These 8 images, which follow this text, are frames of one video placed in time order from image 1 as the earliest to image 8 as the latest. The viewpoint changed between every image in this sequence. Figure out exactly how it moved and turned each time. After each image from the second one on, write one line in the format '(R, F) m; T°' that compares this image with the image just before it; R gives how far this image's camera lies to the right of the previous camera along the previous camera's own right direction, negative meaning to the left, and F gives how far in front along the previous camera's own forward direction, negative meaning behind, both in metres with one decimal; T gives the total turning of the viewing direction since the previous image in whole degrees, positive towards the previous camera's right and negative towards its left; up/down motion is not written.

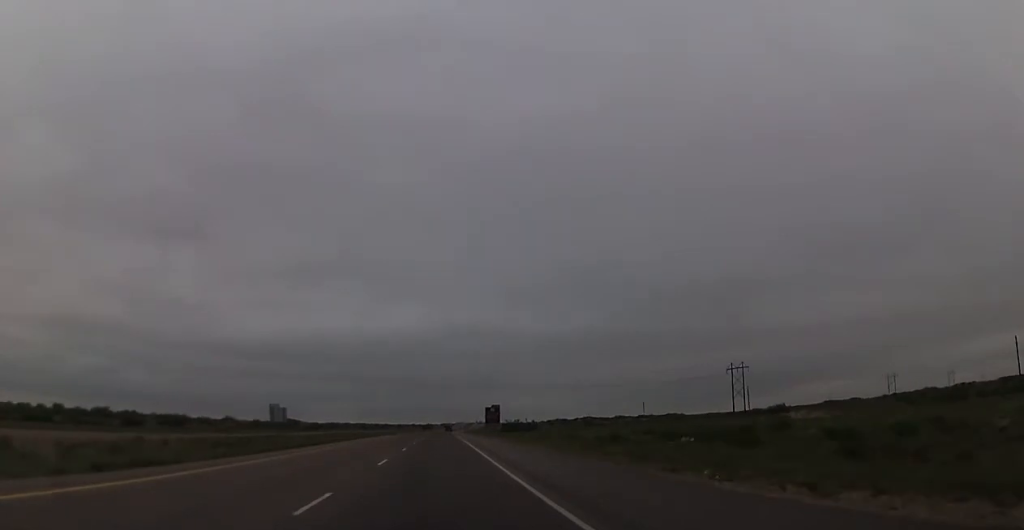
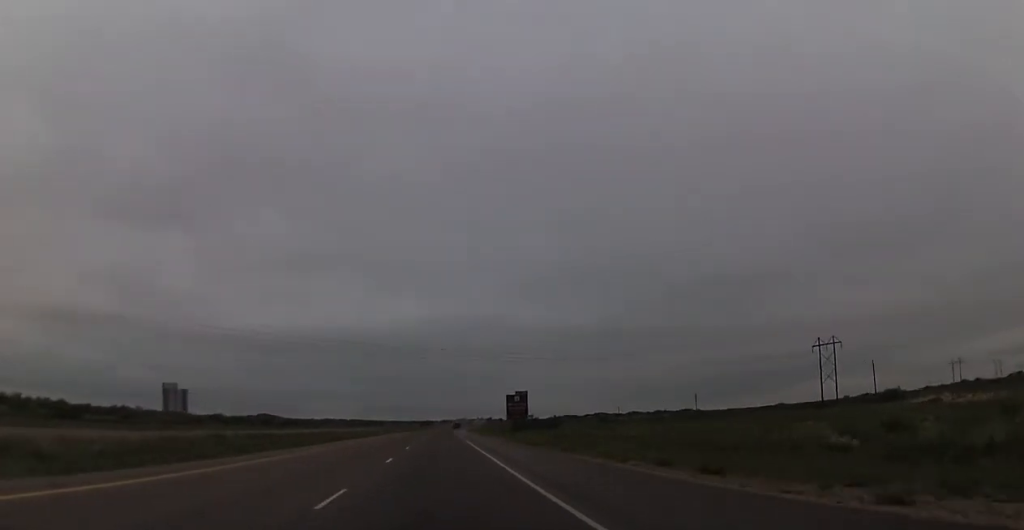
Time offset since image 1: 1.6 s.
(-0.4, +59.8) m; -1°
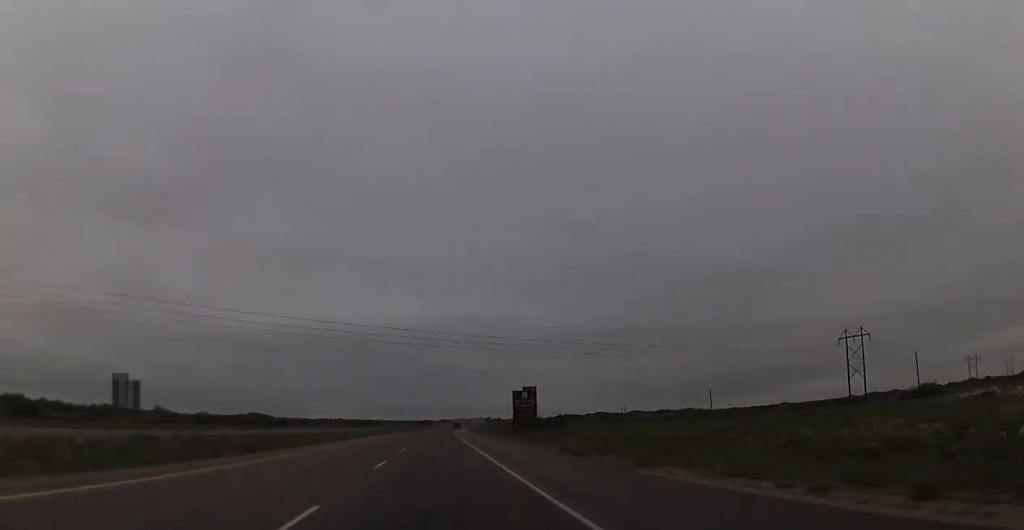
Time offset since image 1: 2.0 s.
(+0.1, +14.7) m; 0°
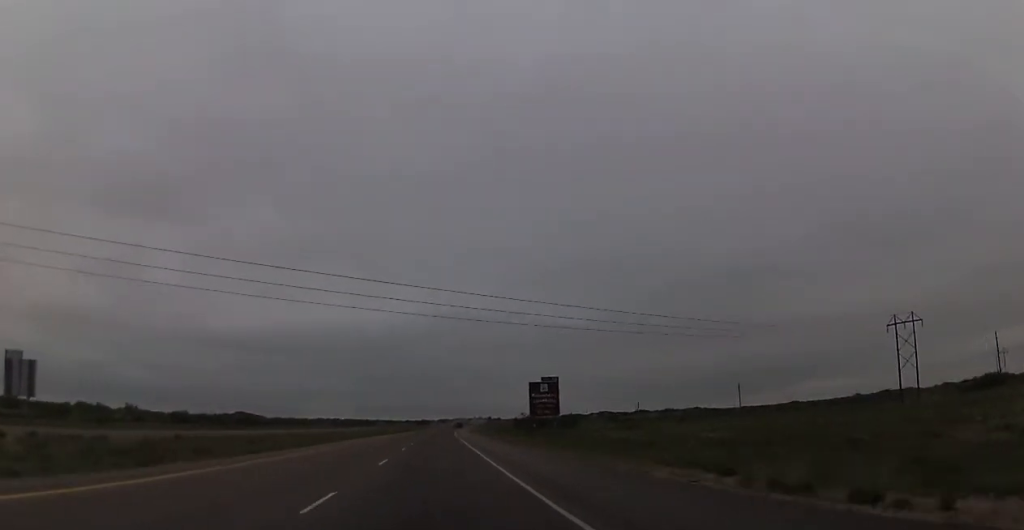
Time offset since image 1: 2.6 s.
(0.0, +22.0) m; 0°
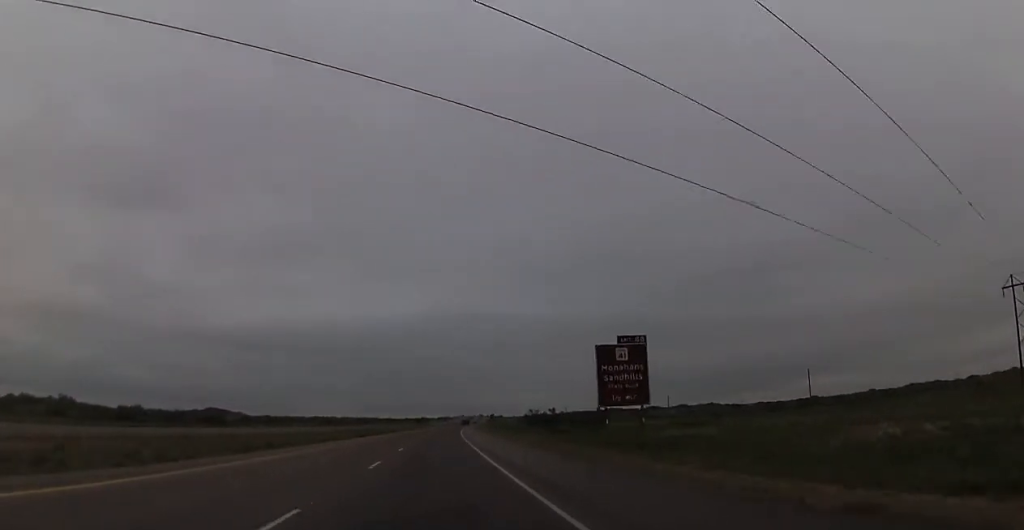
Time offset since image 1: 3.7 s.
(0.0, +39.2) m; 0°
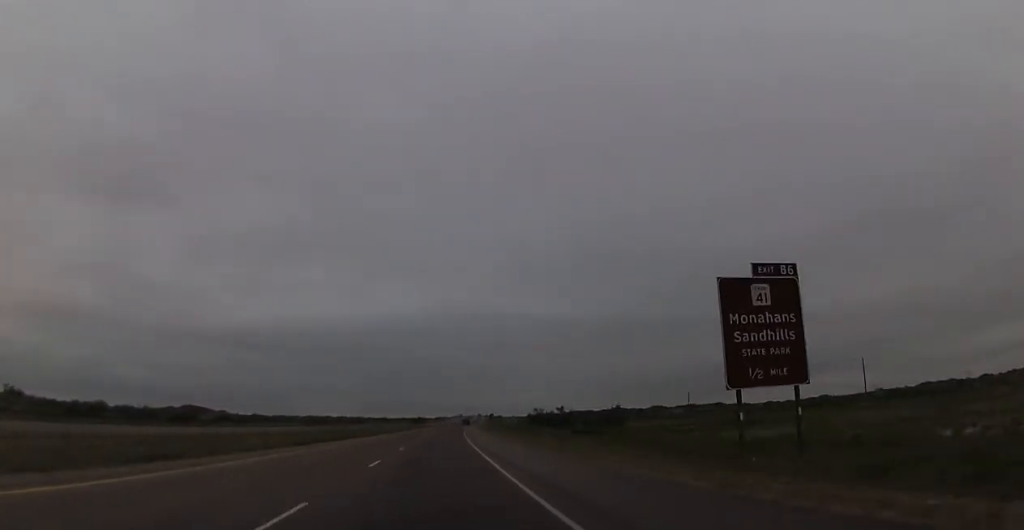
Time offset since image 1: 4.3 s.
(0.0, +23.3) m; 0°
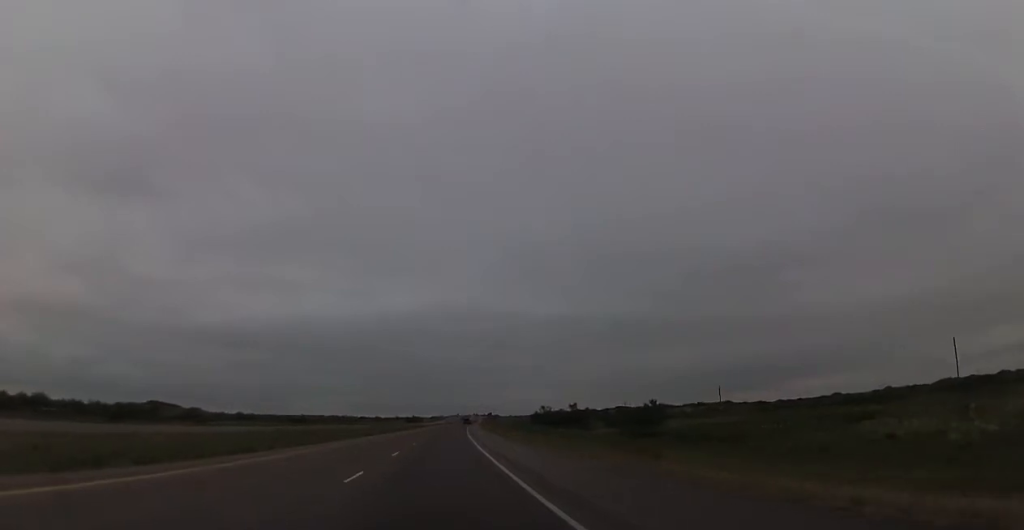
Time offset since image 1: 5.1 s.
(0.0, +29.5) m; 0°
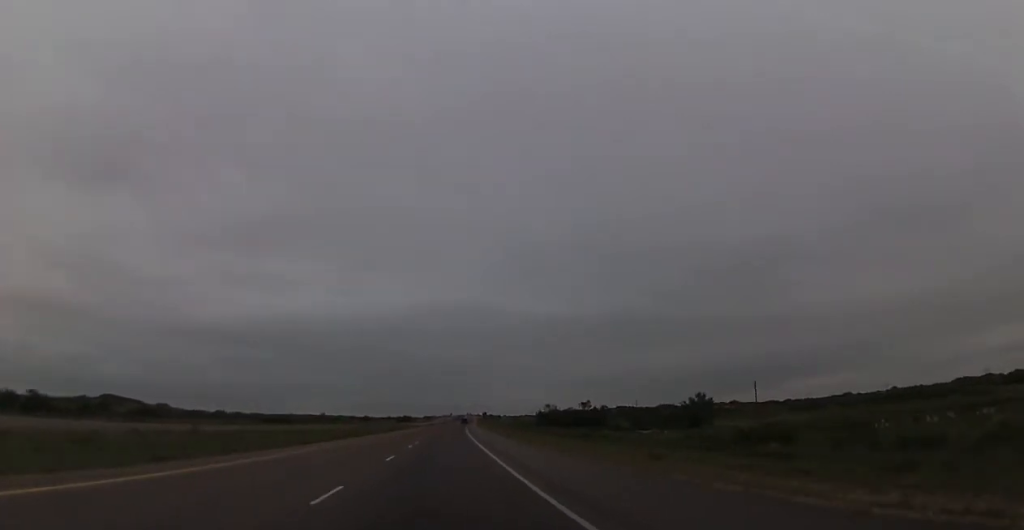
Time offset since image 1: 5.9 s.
(+0.1, +28.4) m; 0°
